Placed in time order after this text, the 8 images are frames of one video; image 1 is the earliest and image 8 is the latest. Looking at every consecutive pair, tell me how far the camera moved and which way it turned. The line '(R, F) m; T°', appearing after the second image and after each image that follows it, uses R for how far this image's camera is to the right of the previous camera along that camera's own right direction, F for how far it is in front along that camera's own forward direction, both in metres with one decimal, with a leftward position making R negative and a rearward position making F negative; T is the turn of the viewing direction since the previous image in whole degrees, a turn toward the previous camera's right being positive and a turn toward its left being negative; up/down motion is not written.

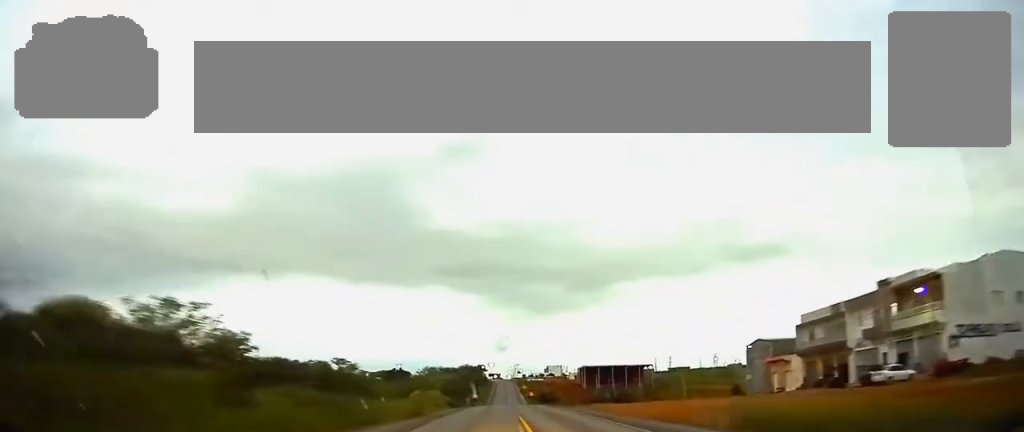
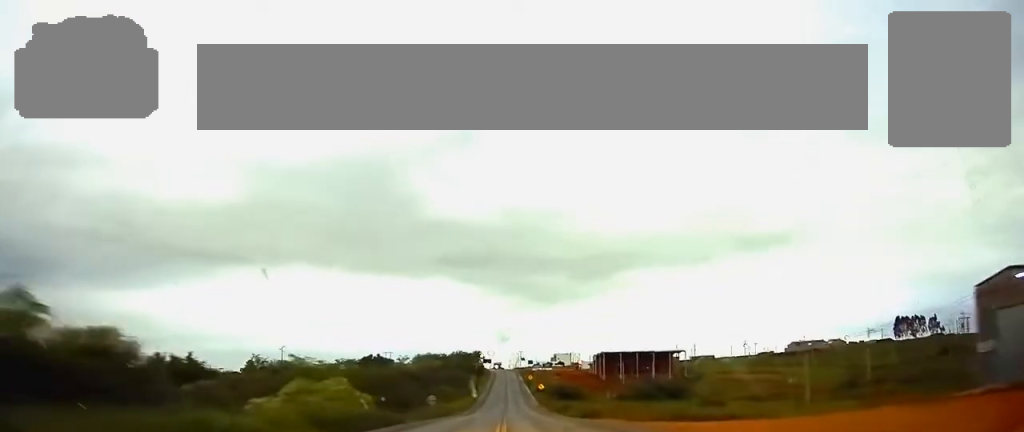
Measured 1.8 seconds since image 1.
(0.0, +55.1) m; 0°
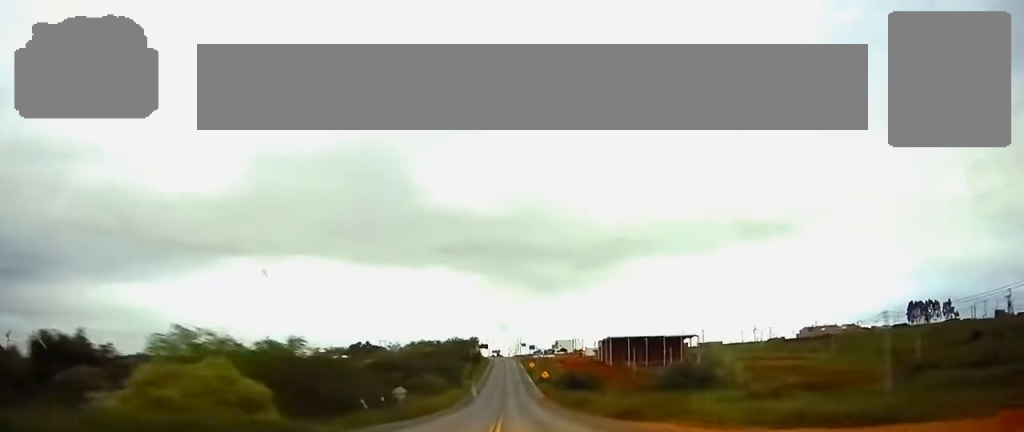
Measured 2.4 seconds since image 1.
(0.0, +18.2) m; 0°
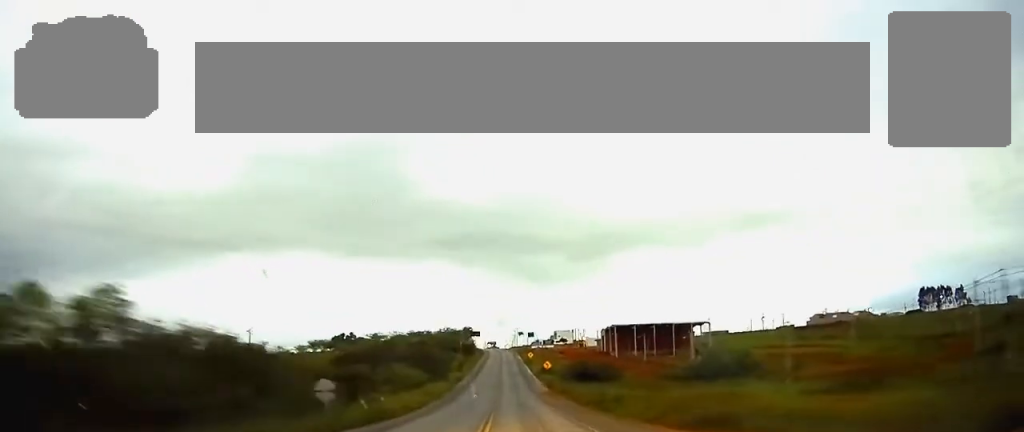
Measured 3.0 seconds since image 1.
(+0.1, +18.3) m; 0°
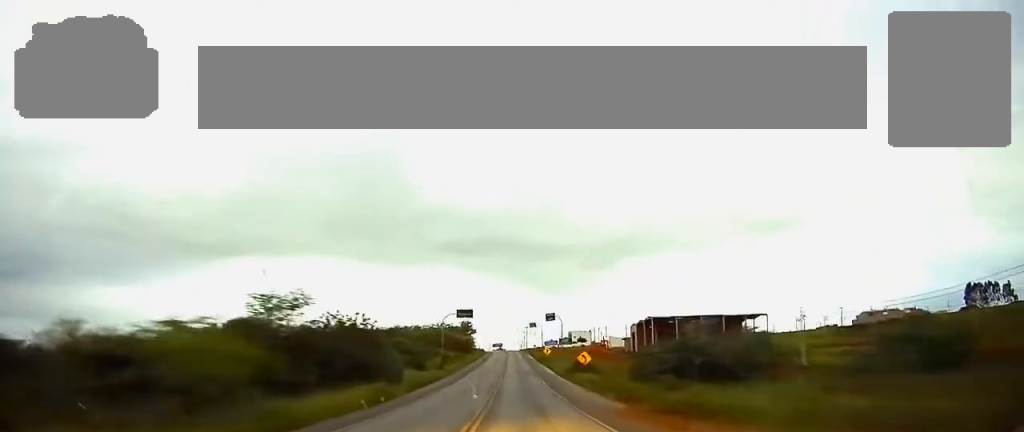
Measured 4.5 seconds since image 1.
(-0.2, +44.4) m; -1°
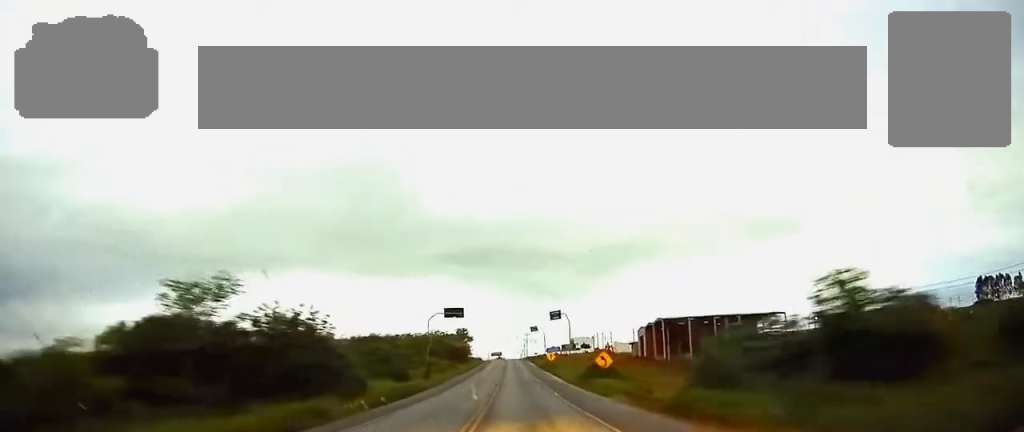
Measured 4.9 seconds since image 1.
(0.0, +12.9) m; 0°
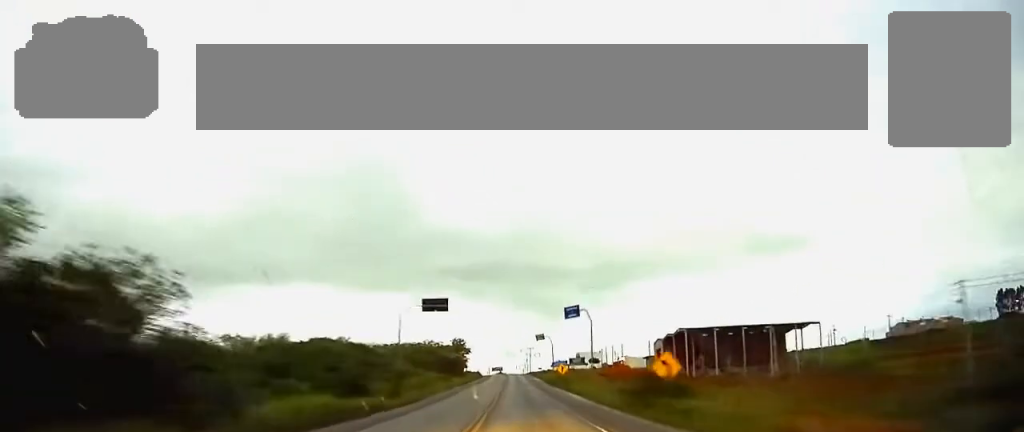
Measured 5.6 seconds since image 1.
(0.0, +18.4) m; 0°
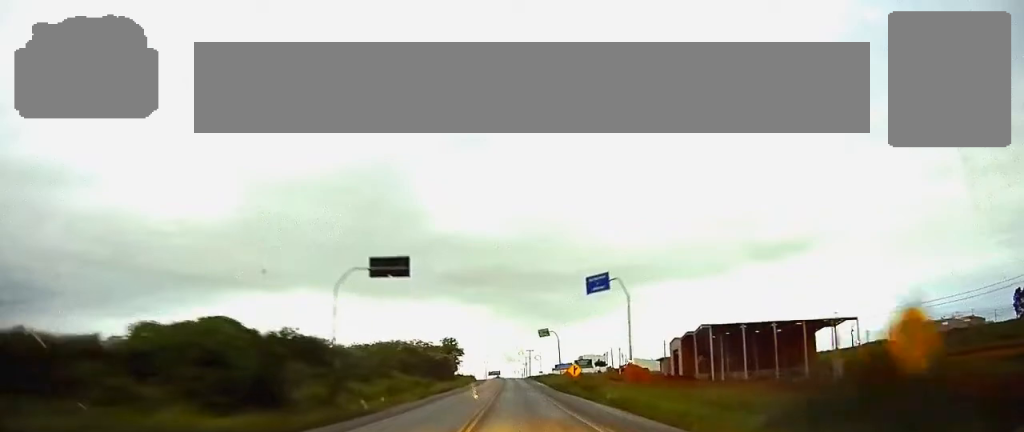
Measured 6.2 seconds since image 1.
(+0.1, +18.2) m; 0°
